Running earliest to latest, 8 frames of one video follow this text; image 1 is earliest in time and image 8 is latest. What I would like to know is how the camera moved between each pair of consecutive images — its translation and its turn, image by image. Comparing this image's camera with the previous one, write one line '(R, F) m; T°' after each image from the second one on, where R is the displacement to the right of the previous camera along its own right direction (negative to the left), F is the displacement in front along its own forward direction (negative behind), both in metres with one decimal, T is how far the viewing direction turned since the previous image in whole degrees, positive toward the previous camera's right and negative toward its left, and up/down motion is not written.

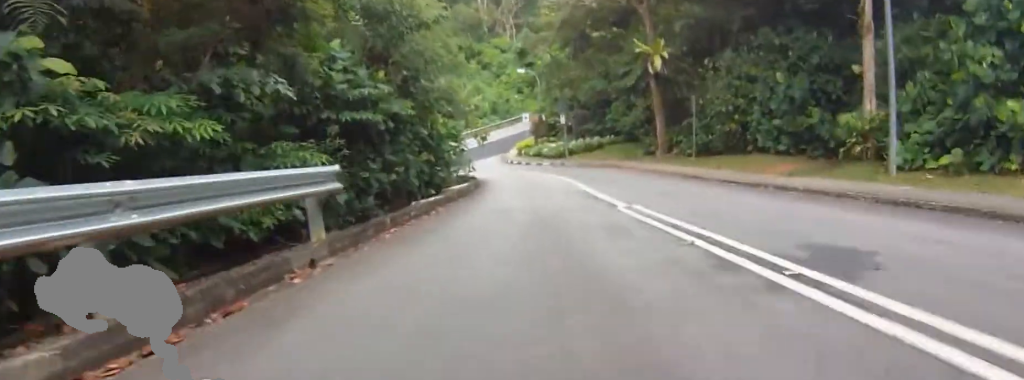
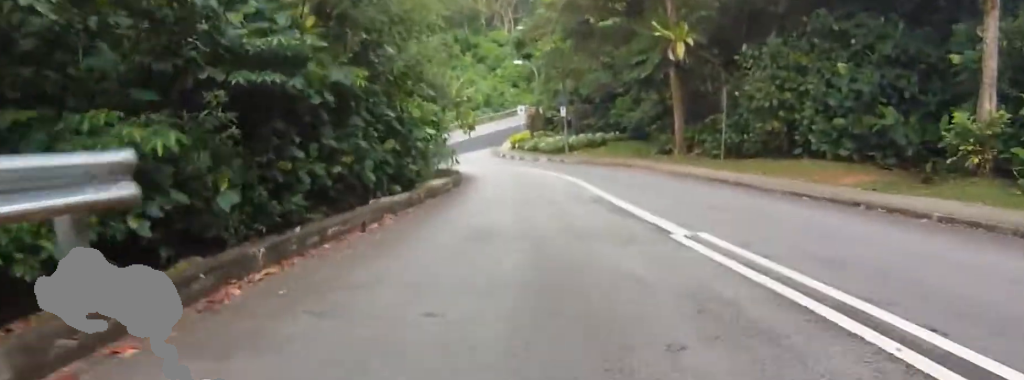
(+0.1, +4.1) m; +1°
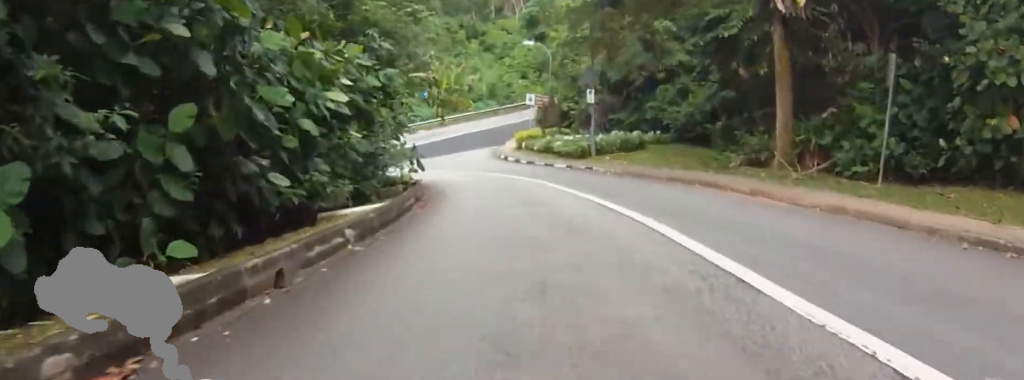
(-0.4, +7.4) m; +3°
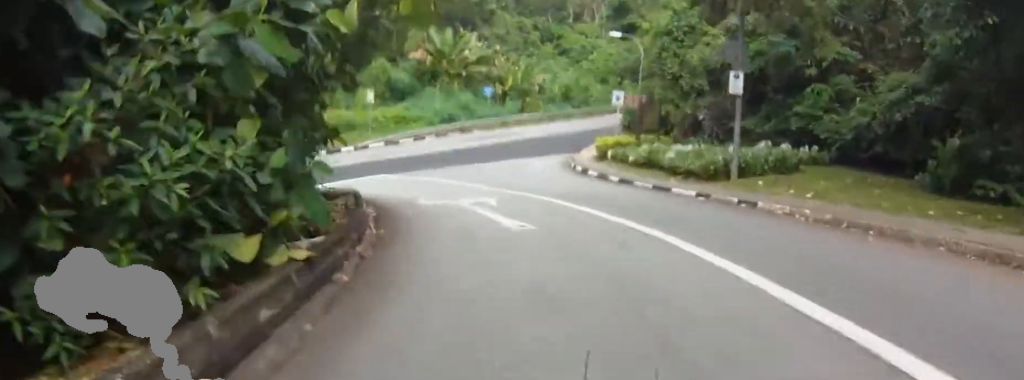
(-0.4, +7.4) m; -20°
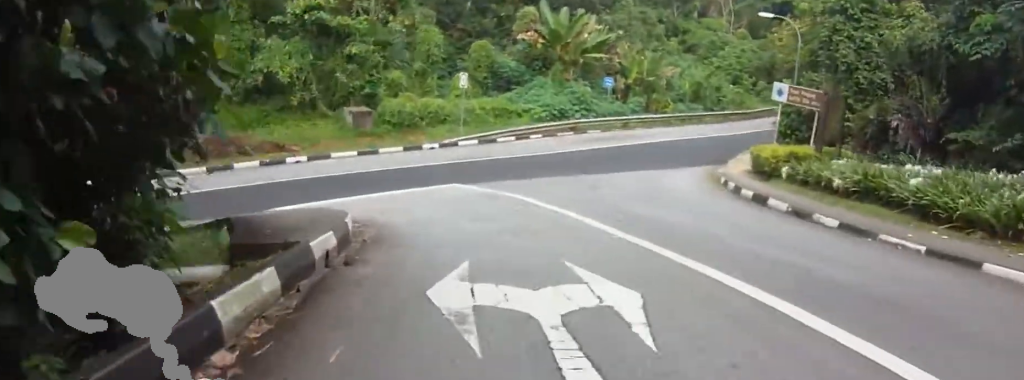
(-1.7, +7.9) m; -12°
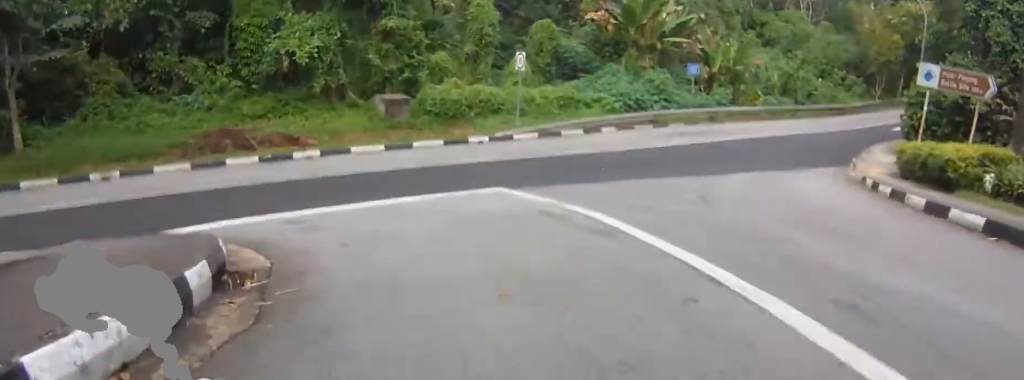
(0.0, +5.6) m; 0°
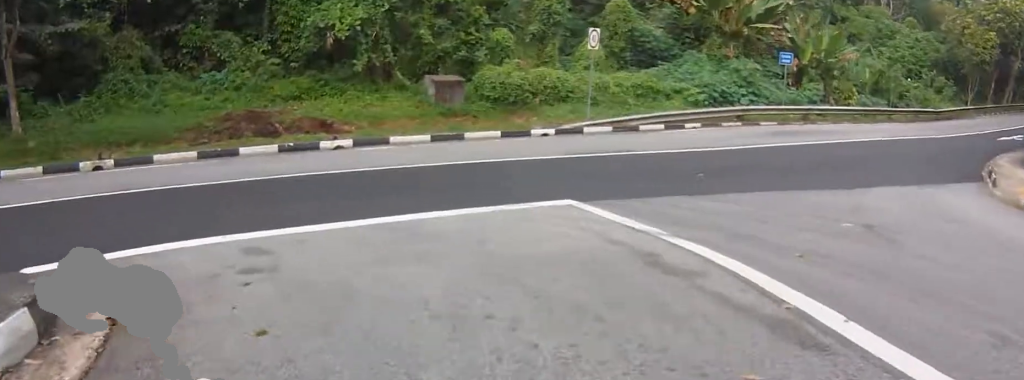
(0.0, +5.2) m; 0°
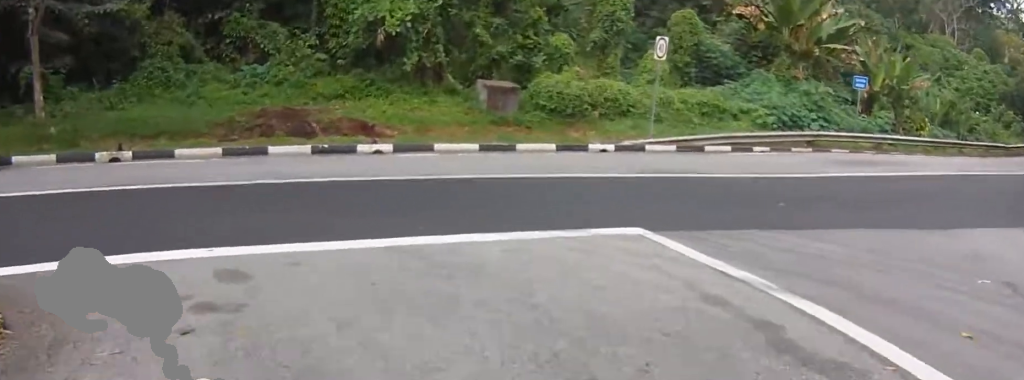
(0.0, +2.5) m; 0°
